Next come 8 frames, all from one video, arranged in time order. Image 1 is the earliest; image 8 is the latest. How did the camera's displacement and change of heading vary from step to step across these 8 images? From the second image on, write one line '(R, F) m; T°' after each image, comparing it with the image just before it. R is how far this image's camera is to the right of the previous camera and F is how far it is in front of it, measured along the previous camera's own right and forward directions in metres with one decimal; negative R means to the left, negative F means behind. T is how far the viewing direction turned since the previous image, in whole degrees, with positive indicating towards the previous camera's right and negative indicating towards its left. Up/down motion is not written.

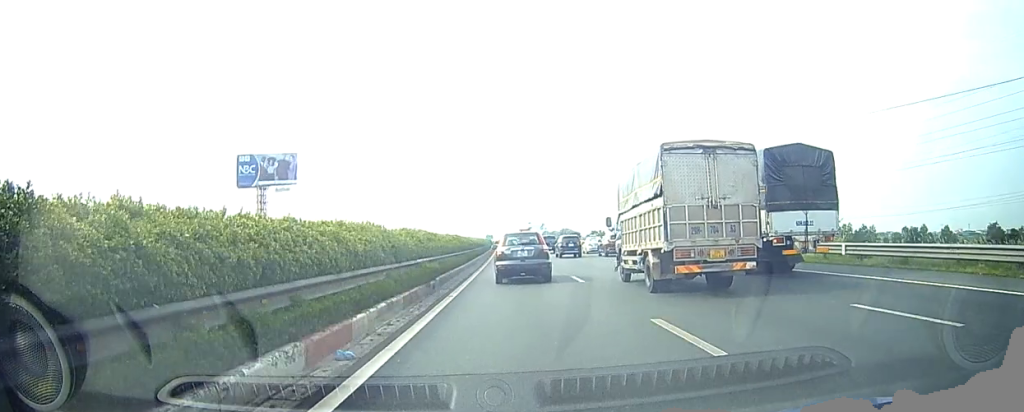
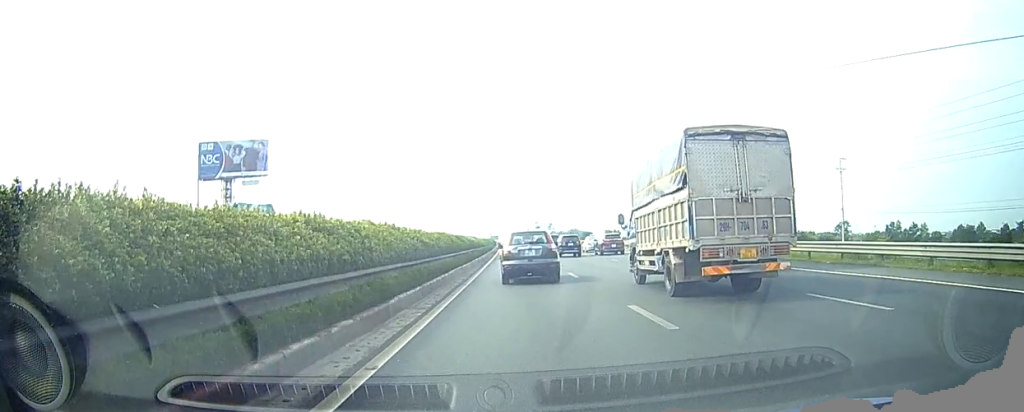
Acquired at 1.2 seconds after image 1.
(0.0, +20.2) m; 0°
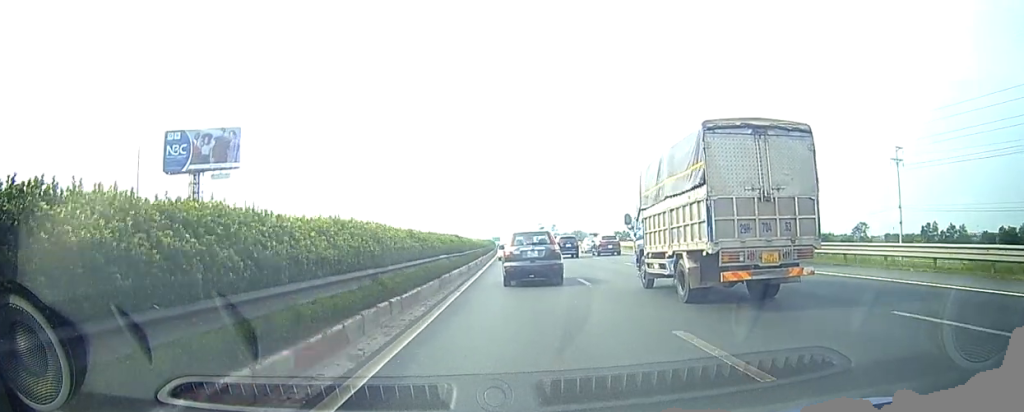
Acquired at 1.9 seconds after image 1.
(0.0, +13.3) m; 0°
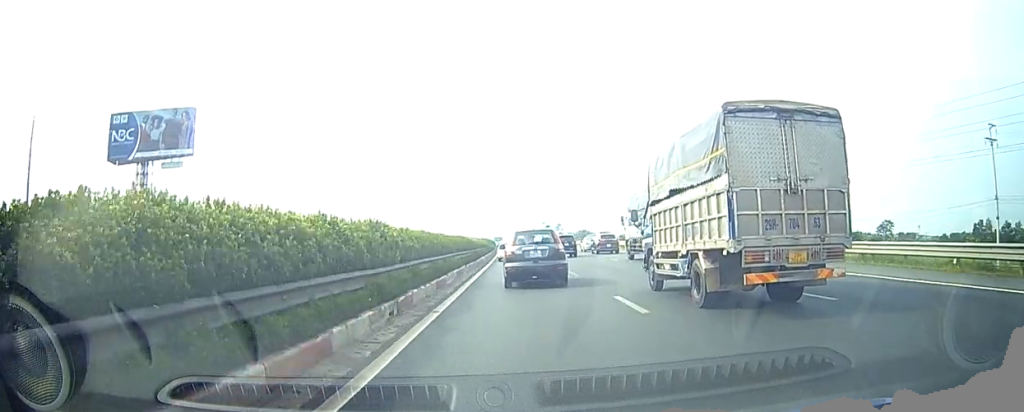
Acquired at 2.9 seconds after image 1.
(-0.1, +17.0) m; -1°
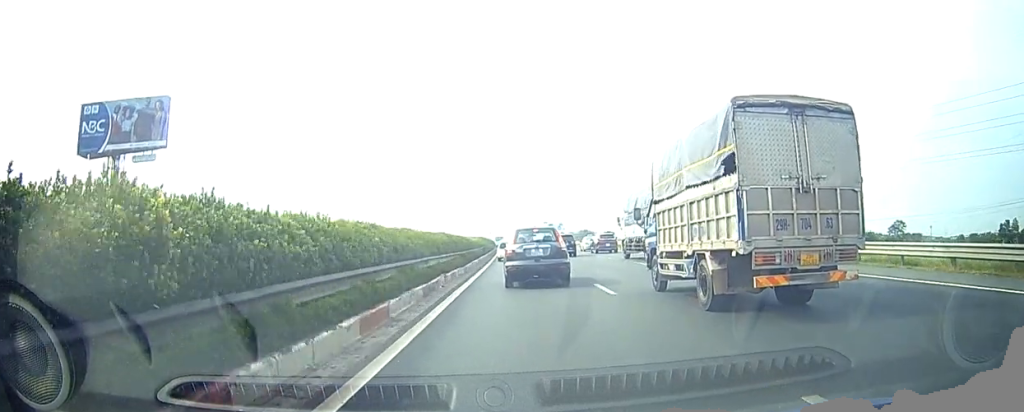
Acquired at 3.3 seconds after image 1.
(0.0, +7.9) m; -1°
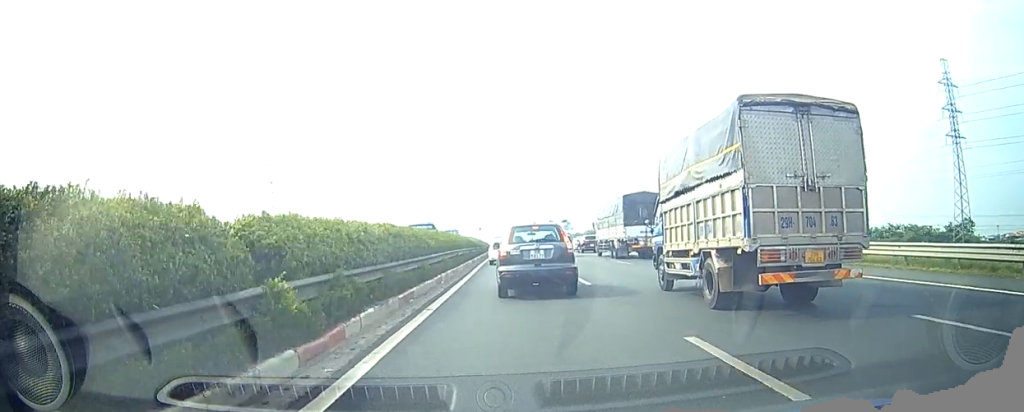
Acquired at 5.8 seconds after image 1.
(+0.2, +49.2) m; +1°
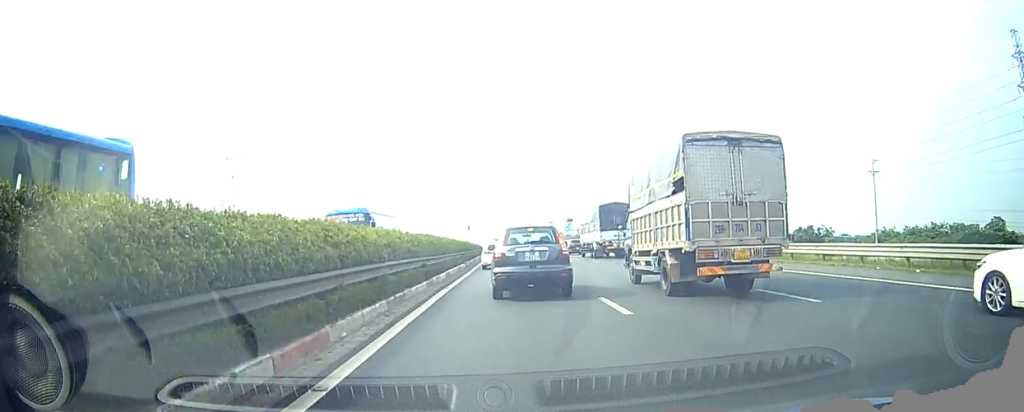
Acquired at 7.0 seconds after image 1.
(0.0, +24.2) m; 0°
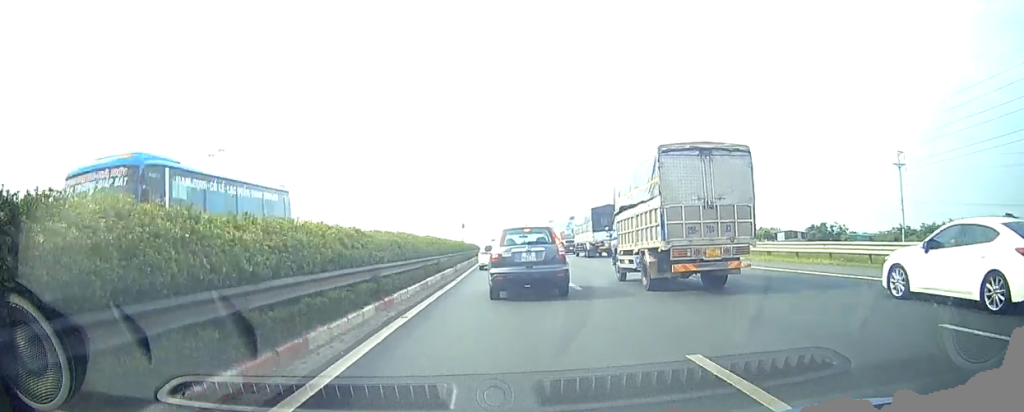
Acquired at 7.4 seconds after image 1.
(0.0, +9.2) m; 0°
